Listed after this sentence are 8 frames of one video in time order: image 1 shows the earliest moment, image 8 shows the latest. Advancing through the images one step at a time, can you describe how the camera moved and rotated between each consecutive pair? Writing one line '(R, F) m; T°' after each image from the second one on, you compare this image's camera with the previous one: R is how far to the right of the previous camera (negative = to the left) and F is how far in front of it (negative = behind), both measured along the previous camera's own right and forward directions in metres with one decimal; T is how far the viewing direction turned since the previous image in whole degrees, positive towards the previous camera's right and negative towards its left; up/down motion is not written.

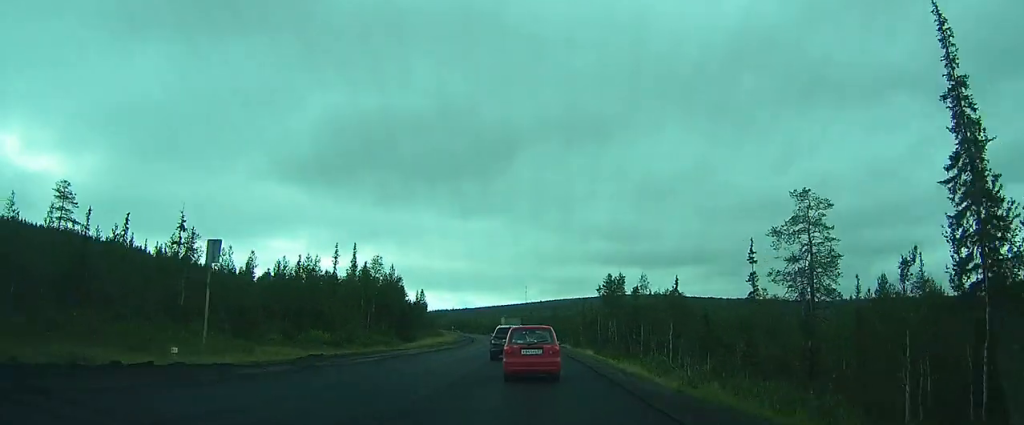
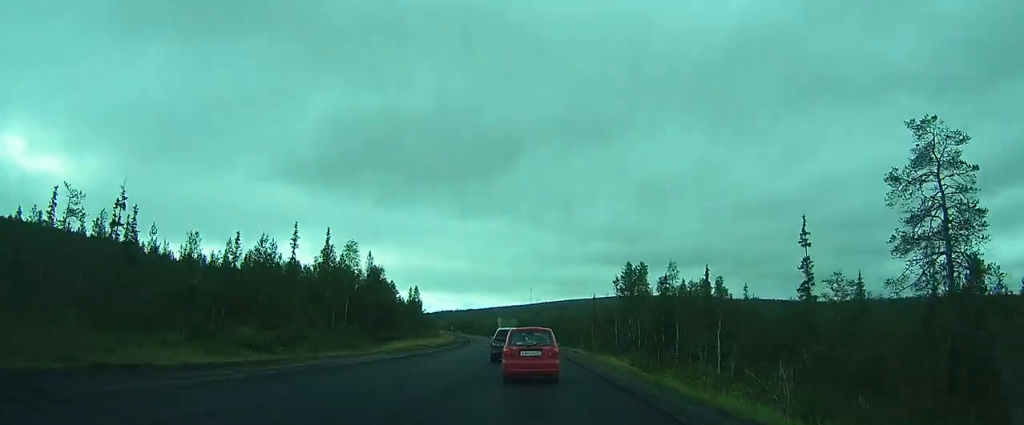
(+0.1, +14.5) m; 0°
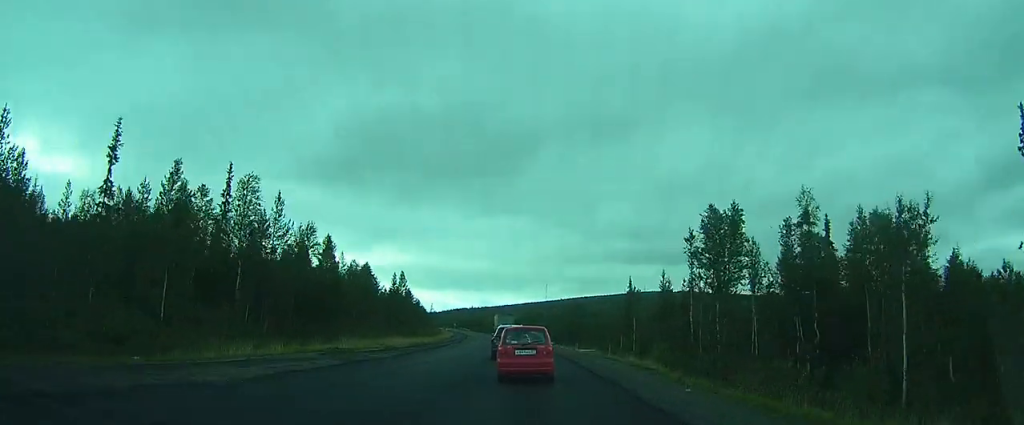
(-0.1, +30.4) m; -1°
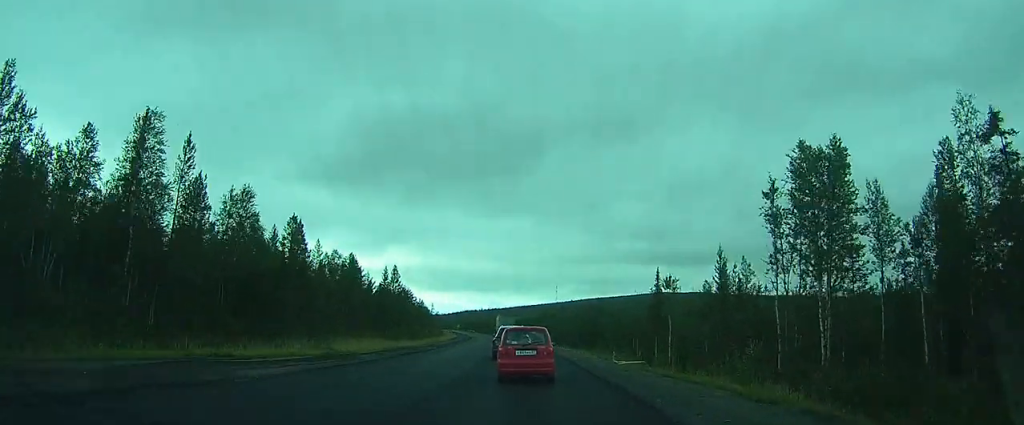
(-0.1, +14.1) m; -1°
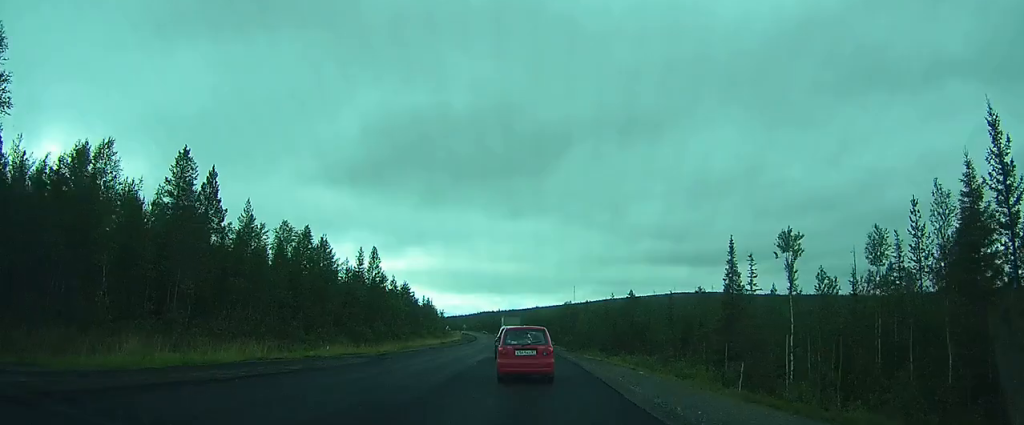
(-0.3, +23.9) m; -2°
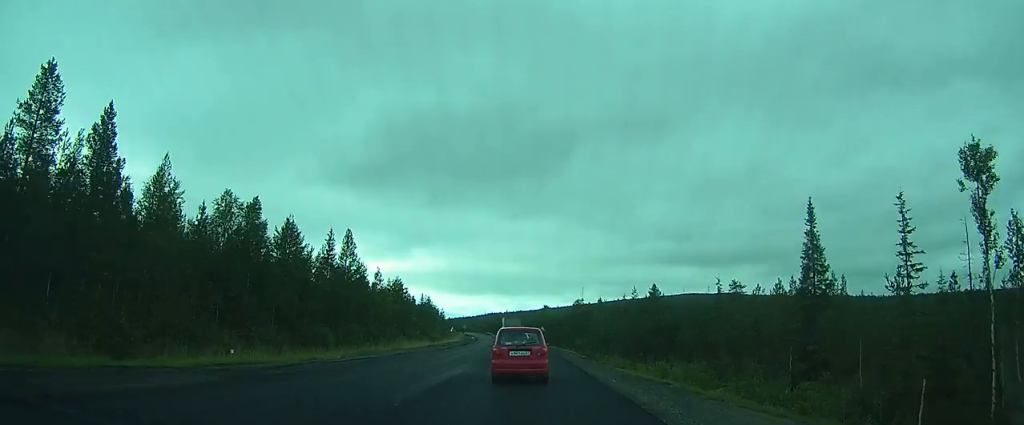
(-0.1, +14.8) m; -1°
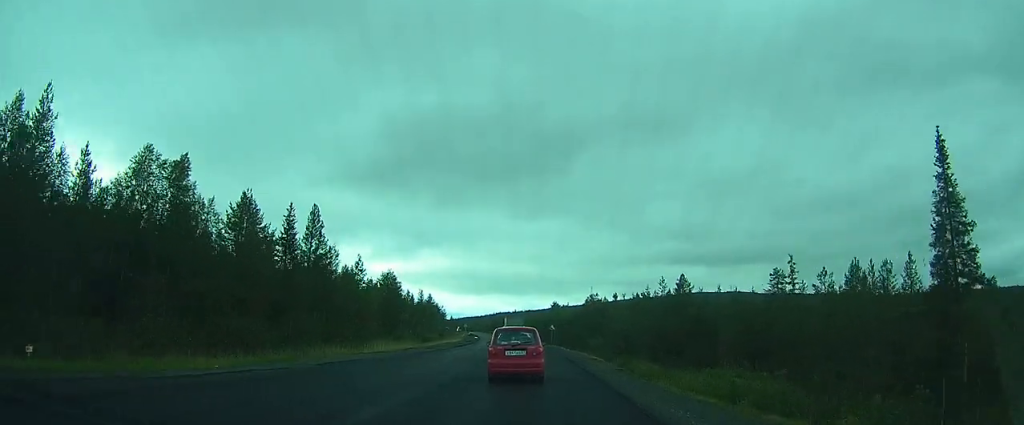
(-0.1, +13.4) m; -1°
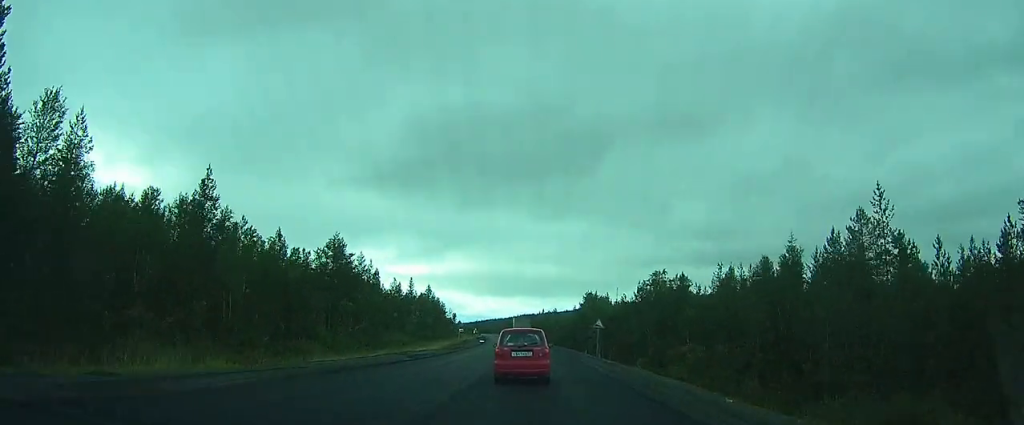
(-0.5, +41.1) m; -1°
